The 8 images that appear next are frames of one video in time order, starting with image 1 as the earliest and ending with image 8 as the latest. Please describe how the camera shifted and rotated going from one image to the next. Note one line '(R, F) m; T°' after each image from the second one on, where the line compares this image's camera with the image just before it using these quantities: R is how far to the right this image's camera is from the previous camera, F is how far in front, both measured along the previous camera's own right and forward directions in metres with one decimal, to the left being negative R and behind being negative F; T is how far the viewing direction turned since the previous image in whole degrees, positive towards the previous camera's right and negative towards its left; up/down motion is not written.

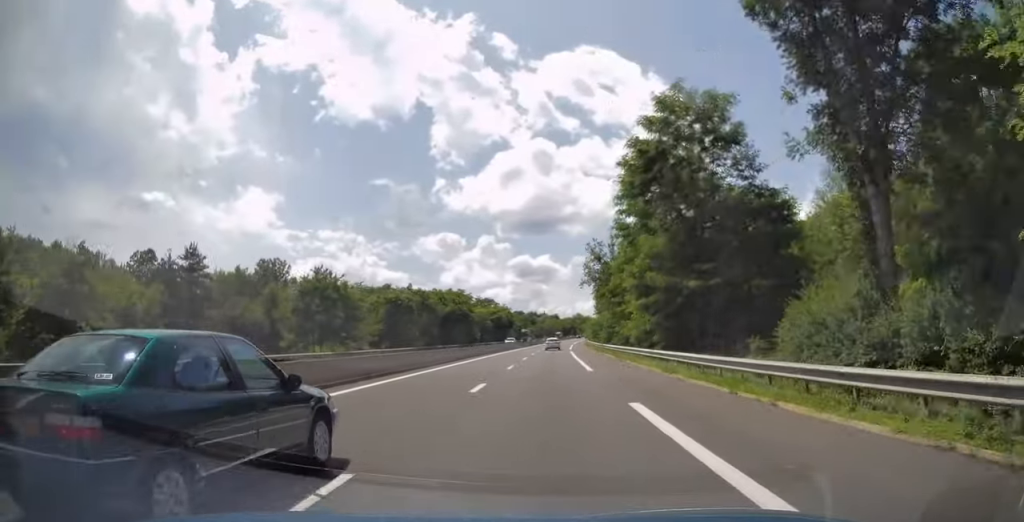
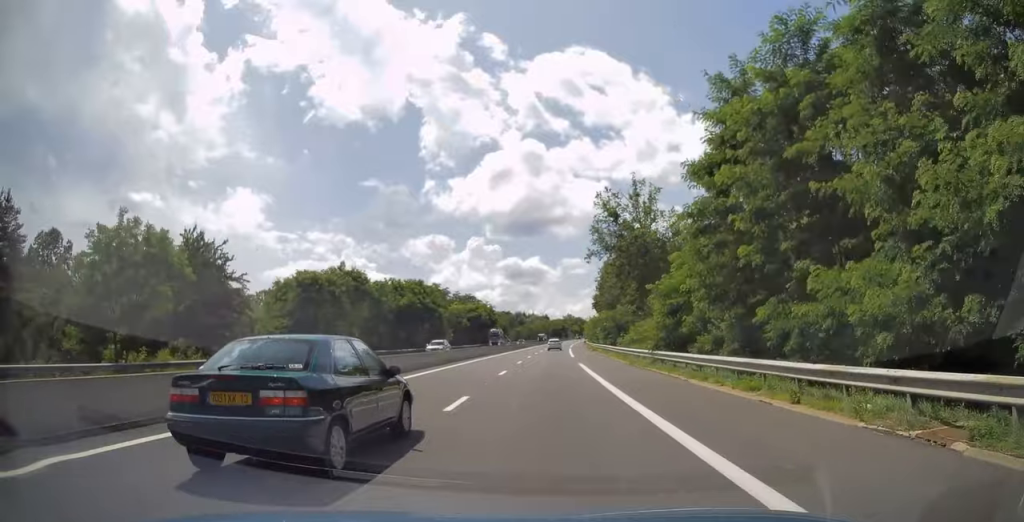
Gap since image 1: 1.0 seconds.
(-0.4, +29.7) m; 0°
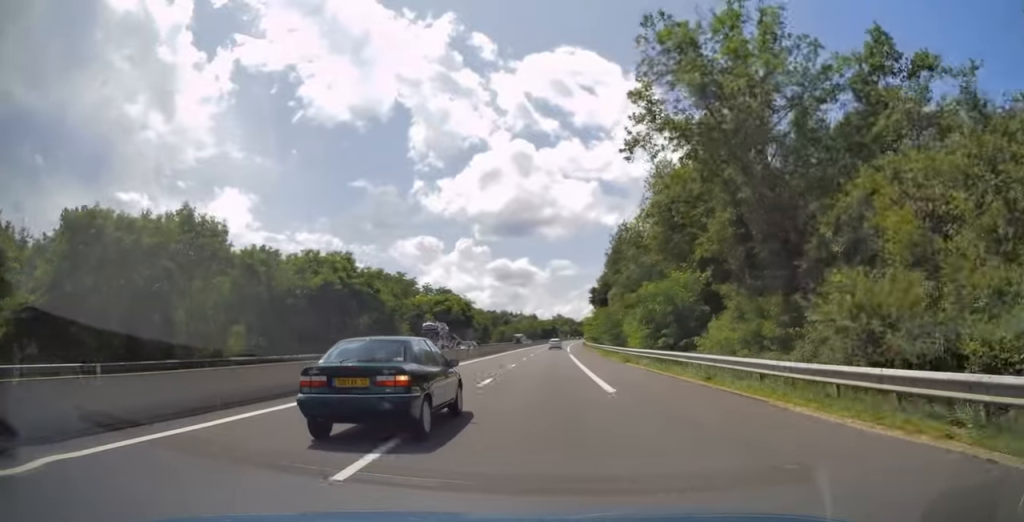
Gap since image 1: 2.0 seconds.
(+0.5, +31.7) m; +2°
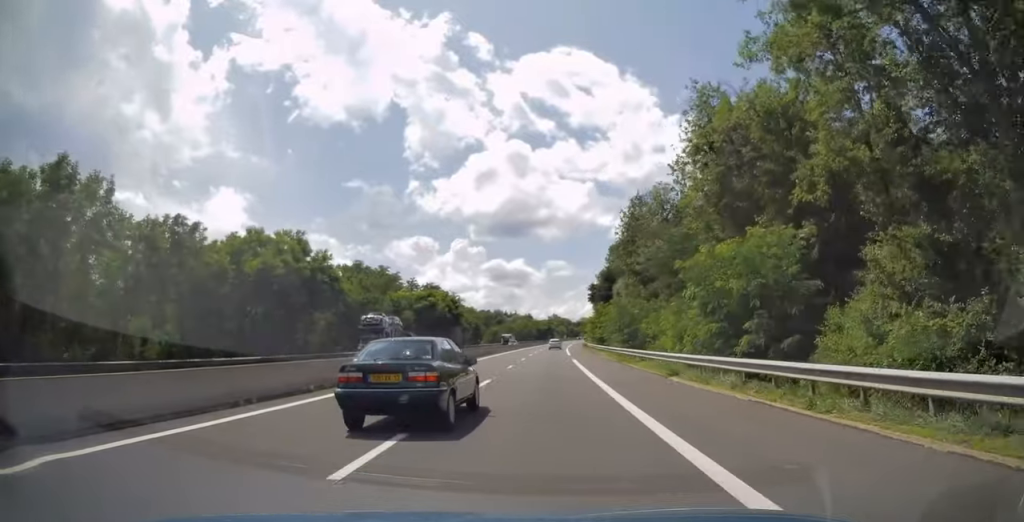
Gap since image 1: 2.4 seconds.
(+0.2, +12.8) m; 0°
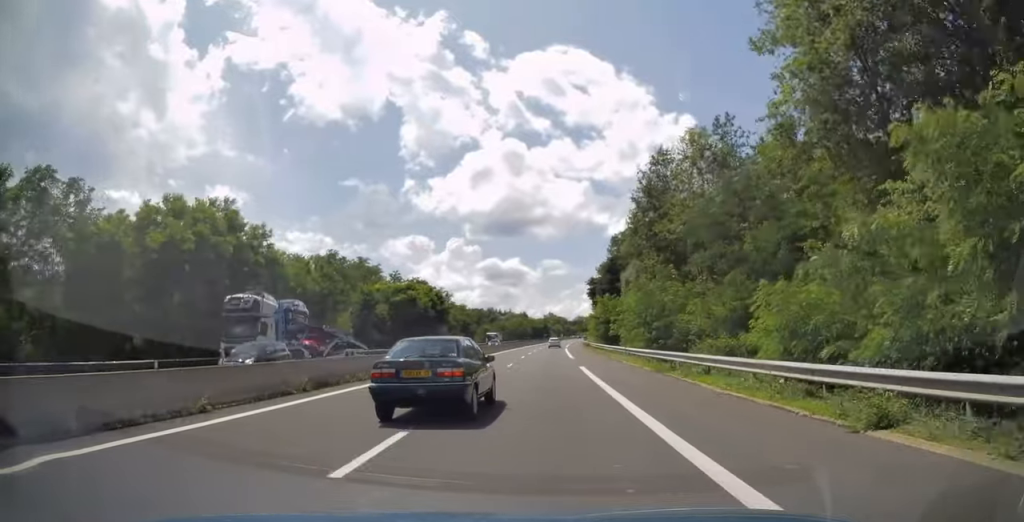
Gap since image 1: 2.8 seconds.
(+0.1, +12.8) m; 0°
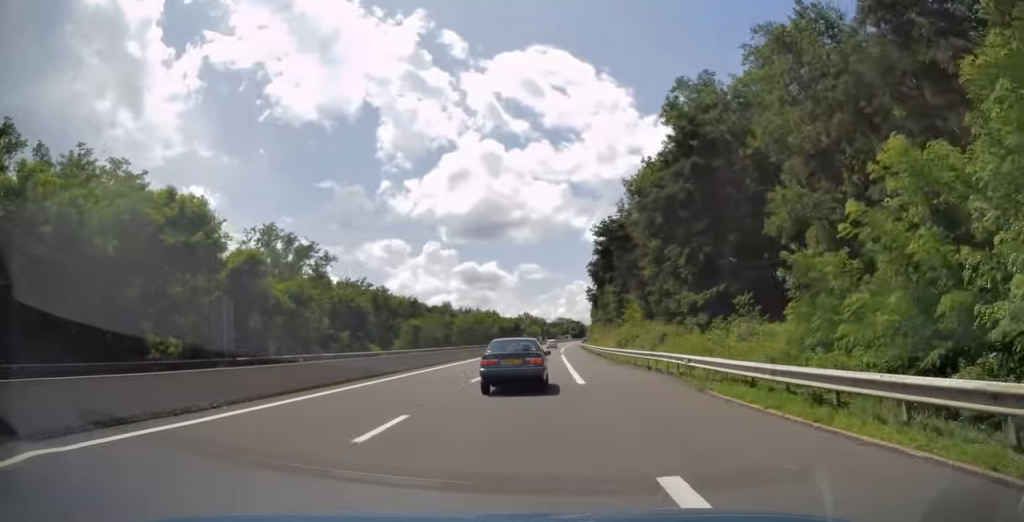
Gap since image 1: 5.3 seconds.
(+1.6, +74.6) m; +3°
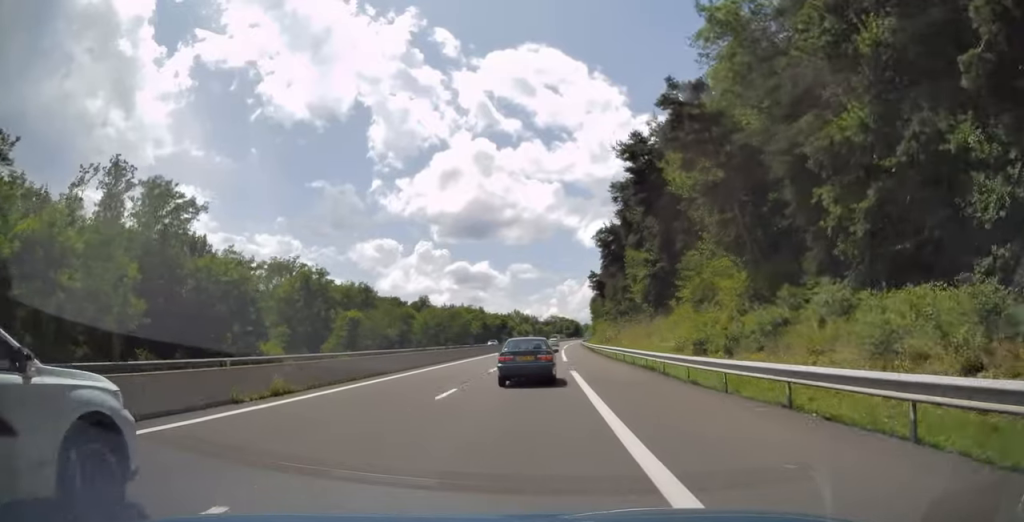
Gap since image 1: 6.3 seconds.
(+0.3, +32.2) m; +1°
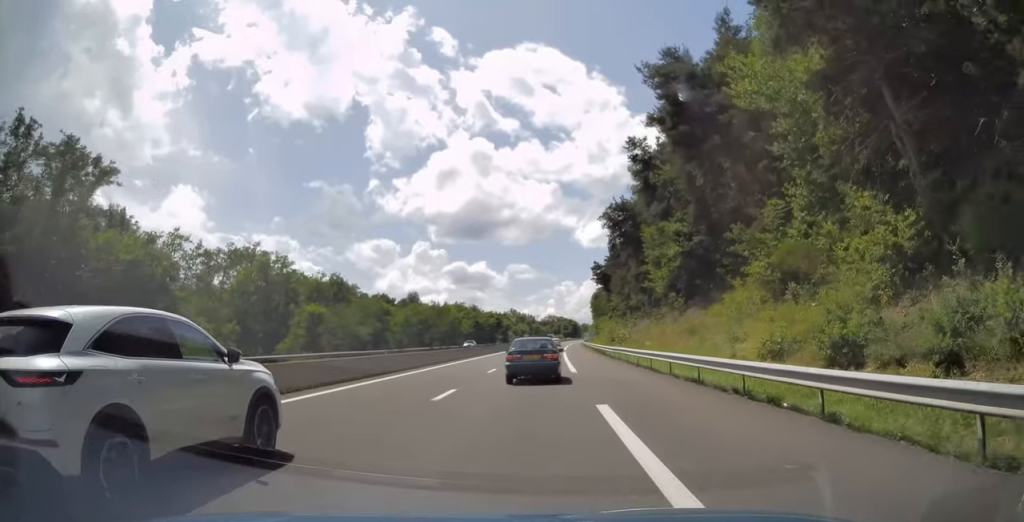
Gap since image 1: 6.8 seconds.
(0.0, +13.3) m; 0°
